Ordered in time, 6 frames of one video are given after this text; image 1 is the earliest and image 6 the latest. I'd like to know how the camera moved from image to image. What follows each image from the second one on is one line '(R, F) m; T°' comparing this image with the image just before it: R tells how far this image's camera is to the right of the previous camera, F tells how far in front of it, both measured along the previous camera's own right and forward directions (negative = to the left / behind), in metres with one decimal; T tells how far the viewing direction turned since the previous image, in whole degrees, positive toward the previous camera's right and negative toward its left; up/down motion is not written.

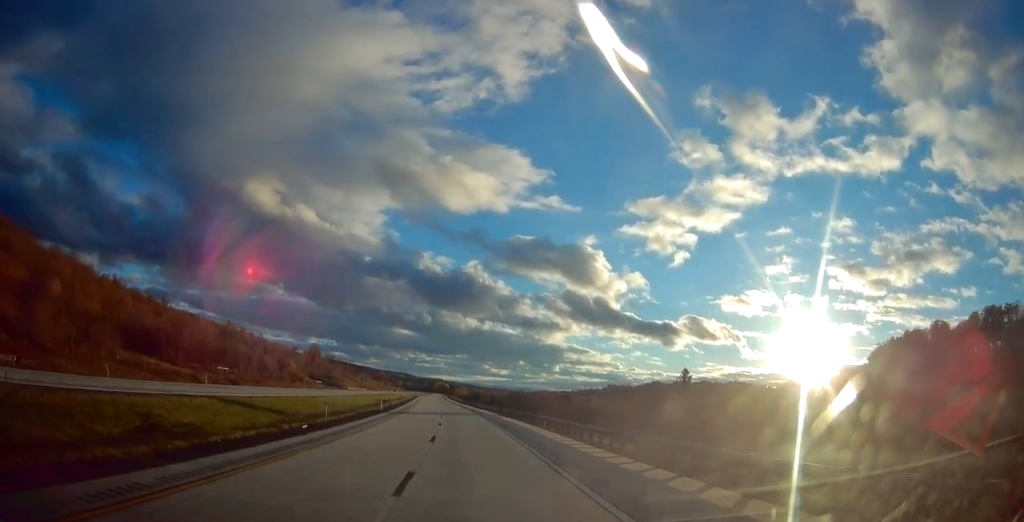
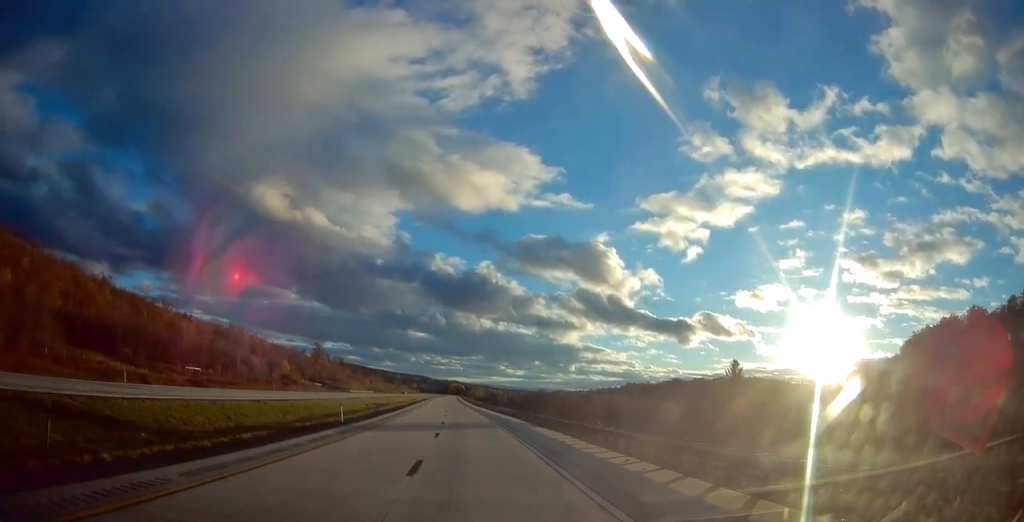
(-0.3, +21.5) m; -2°
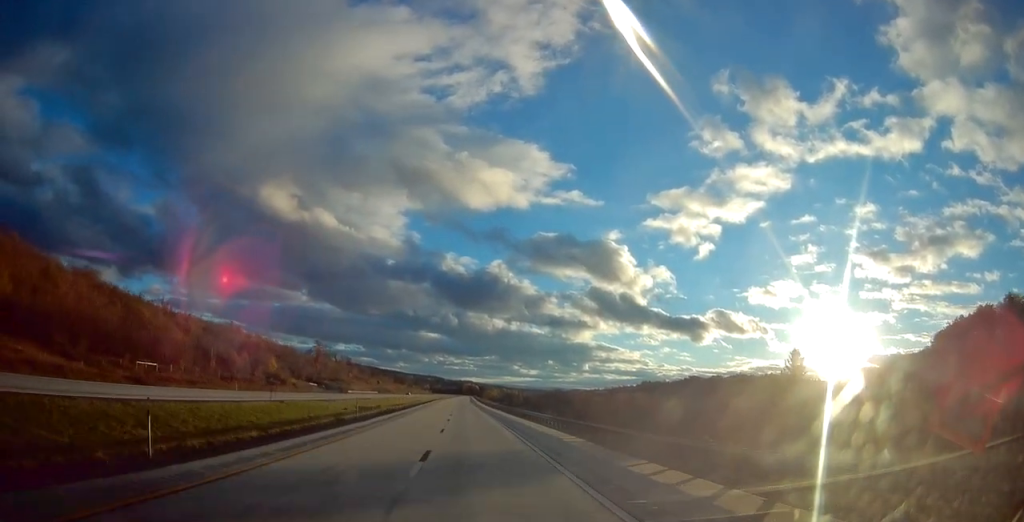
(-0.3, +21.6) m; -1°
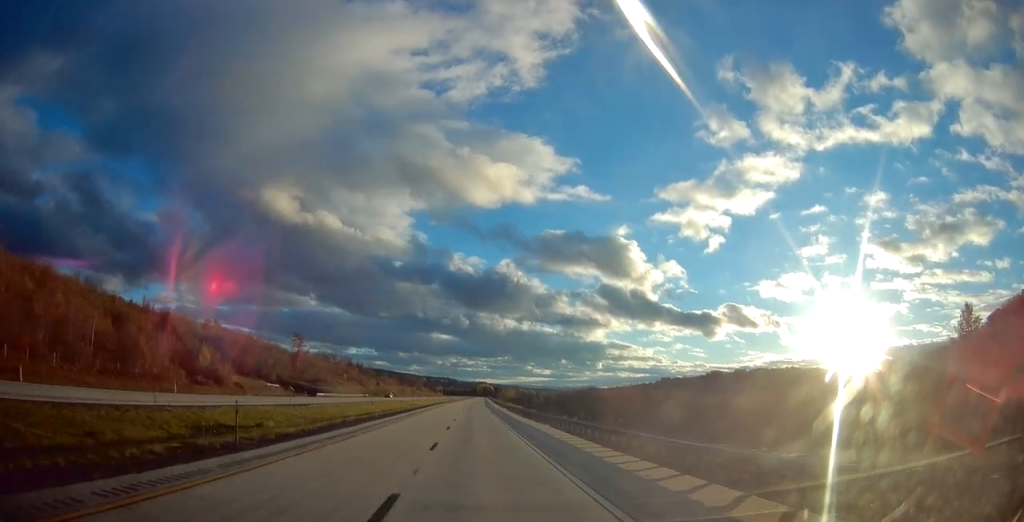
(-1.0, +45.0) m; -2°
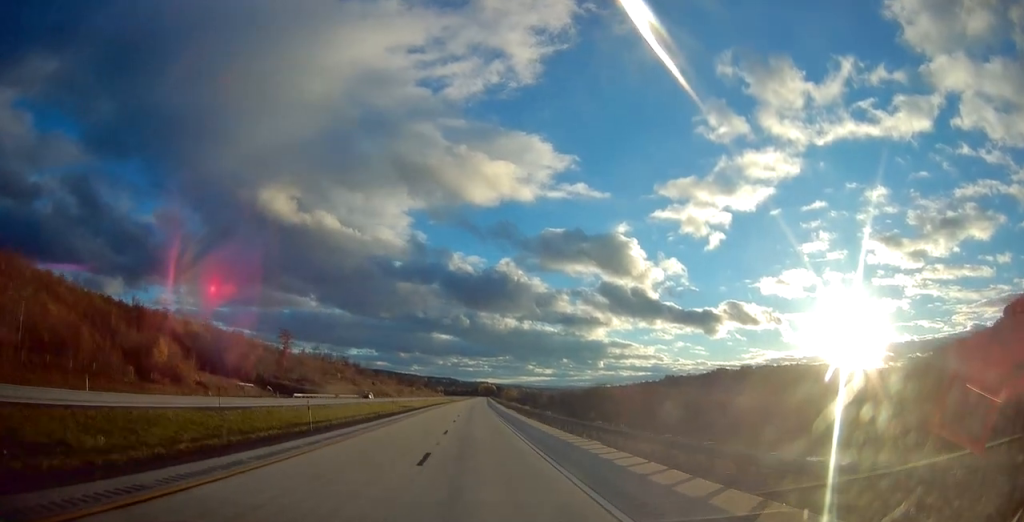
(-0.2, +16.3) m; 0°
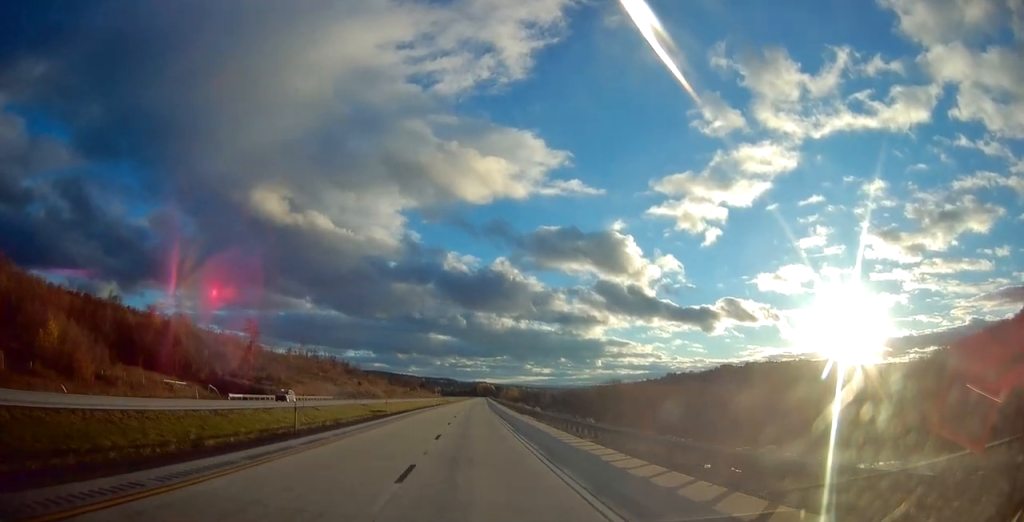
(0.0, +27.5) m; 0°
